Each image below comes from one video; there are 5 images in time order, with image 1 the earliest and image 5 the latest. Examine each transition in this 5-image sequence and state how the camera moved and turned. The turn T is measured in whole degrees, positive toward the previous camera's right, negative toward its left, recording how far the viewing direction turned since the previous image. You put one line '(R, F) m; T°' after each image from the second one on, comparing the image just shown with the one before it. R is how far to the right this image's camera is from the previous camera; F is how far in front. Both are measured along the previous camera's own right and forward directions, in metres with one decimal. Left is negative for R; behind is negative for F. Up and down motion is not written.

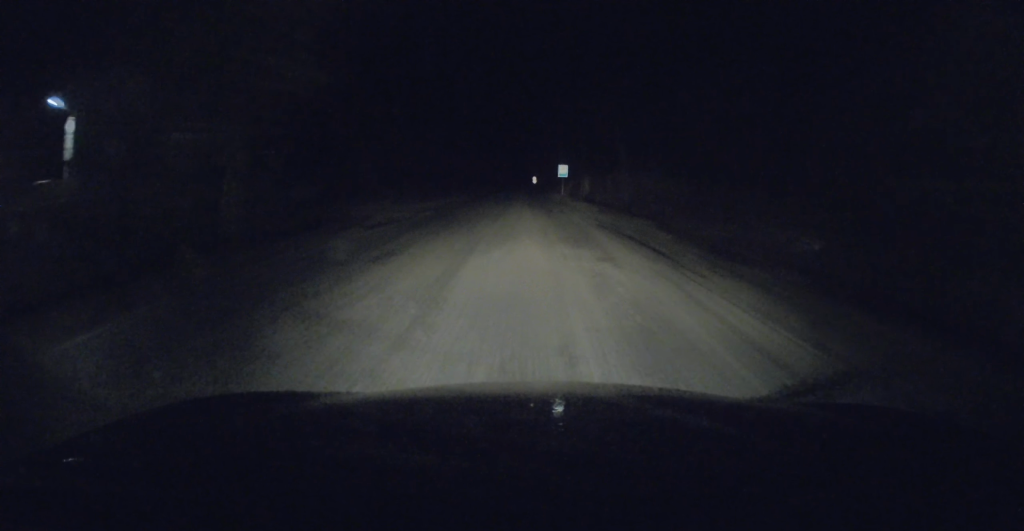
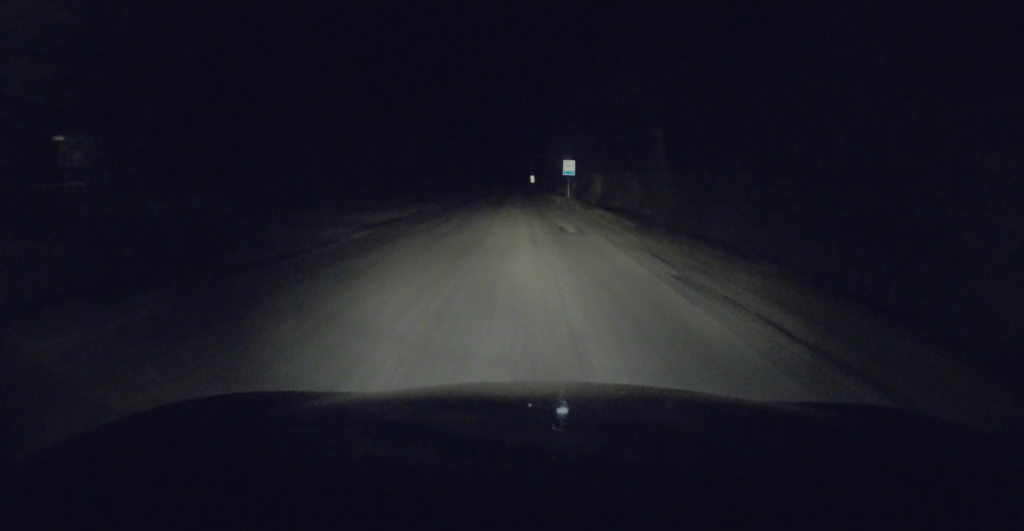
(0.0, +10.5) m; 0°
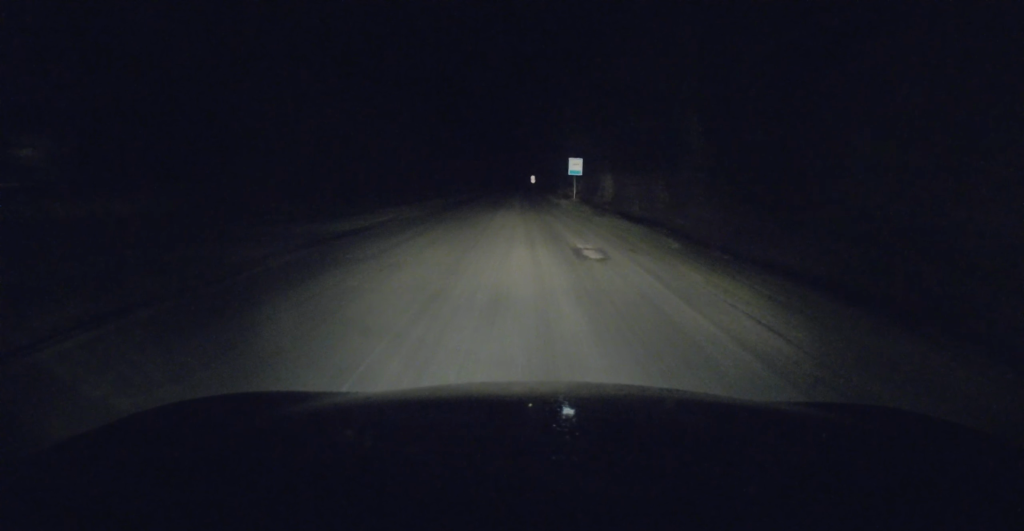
(-0.1, +5.1) m; 0°
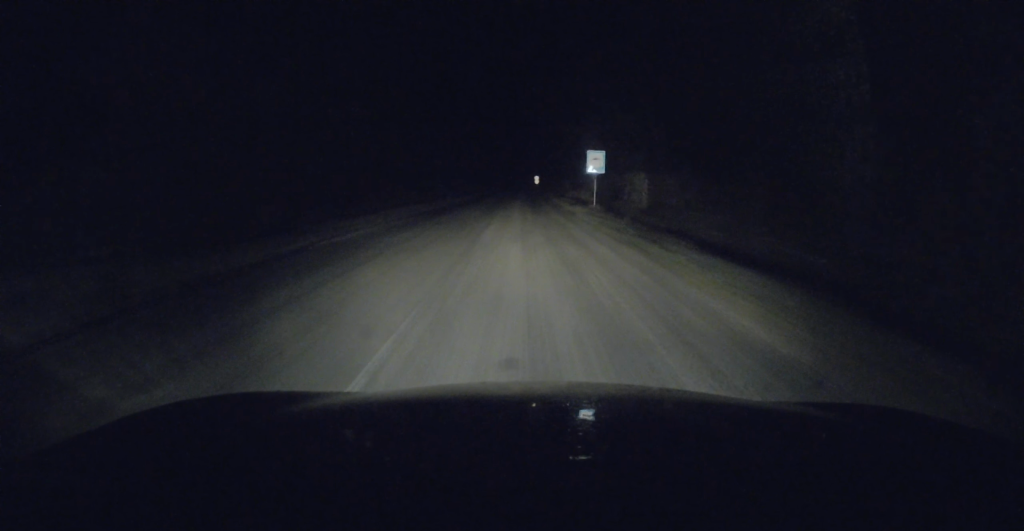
(0.0, +9.5) m; 0°
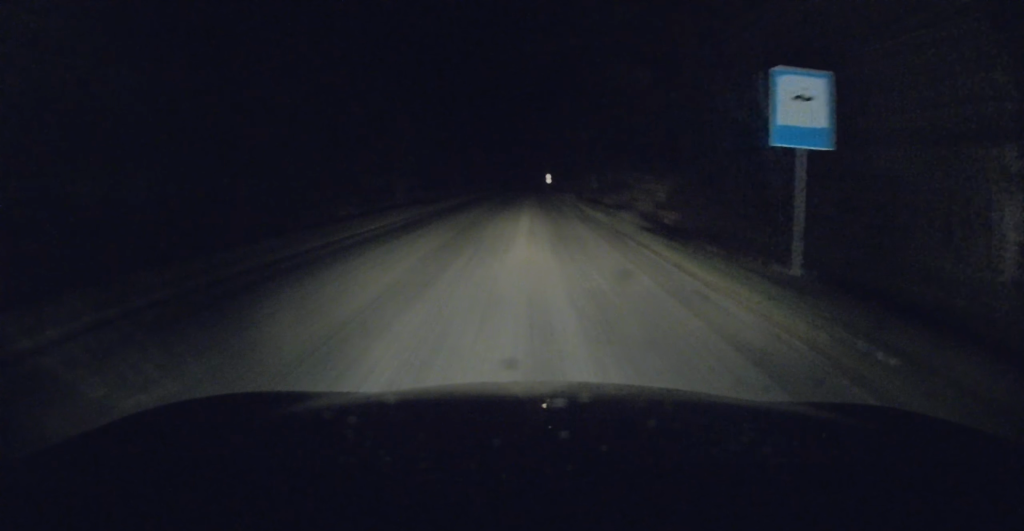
(-0.1, +20.2) m; -2°
